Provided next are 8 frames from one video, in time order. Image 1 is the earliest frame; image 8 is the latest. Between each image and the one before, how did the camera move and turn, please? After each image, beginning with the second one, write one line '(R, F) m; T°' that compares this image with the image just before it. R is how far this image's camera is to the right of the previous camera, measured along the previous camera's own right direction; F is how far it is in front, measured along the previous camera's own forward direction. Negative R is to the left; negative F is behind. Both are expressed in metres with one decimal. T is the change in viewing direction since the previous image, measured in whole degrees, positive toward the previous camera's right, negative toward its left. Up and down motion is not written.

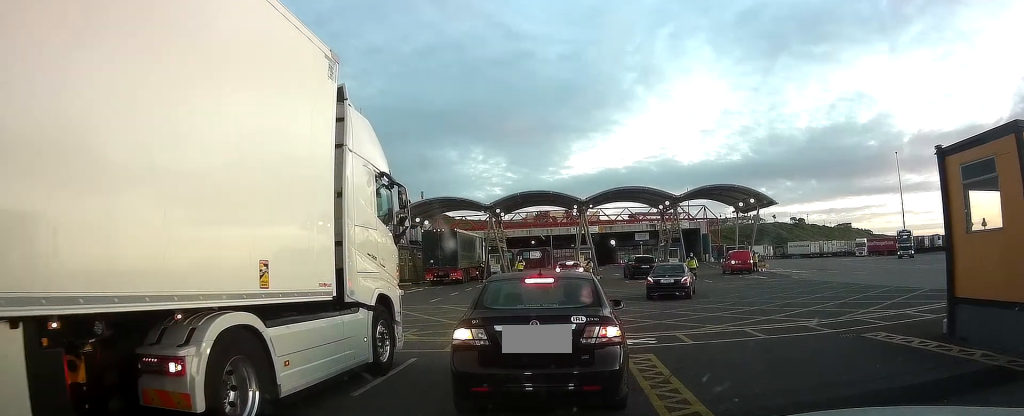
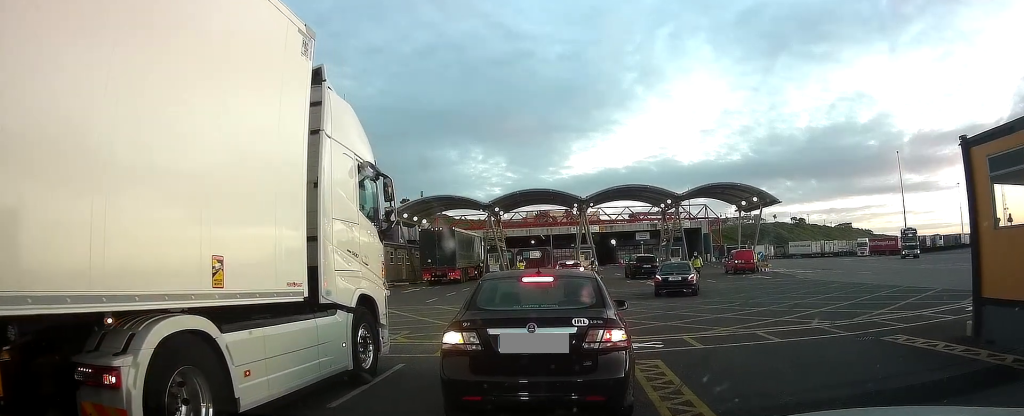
(-0.1, +1.3) m; -3°
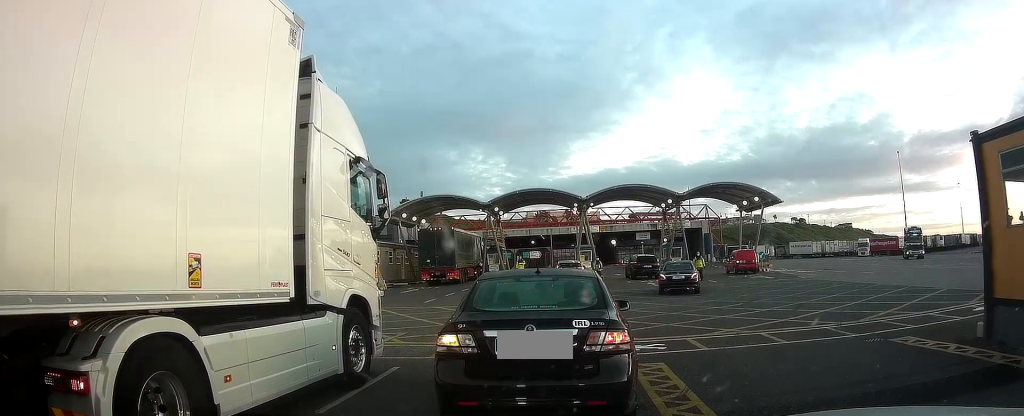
(-0.1, +1.1) m; 0°
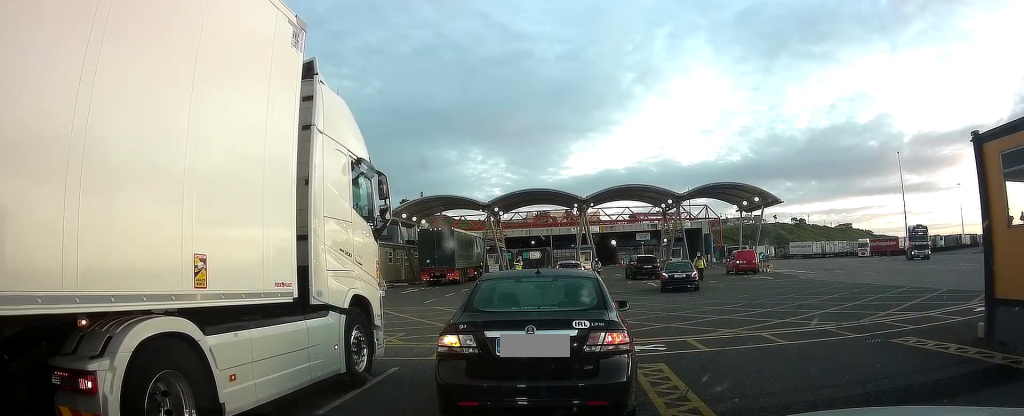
(-0.1, +1.1) m; 0°
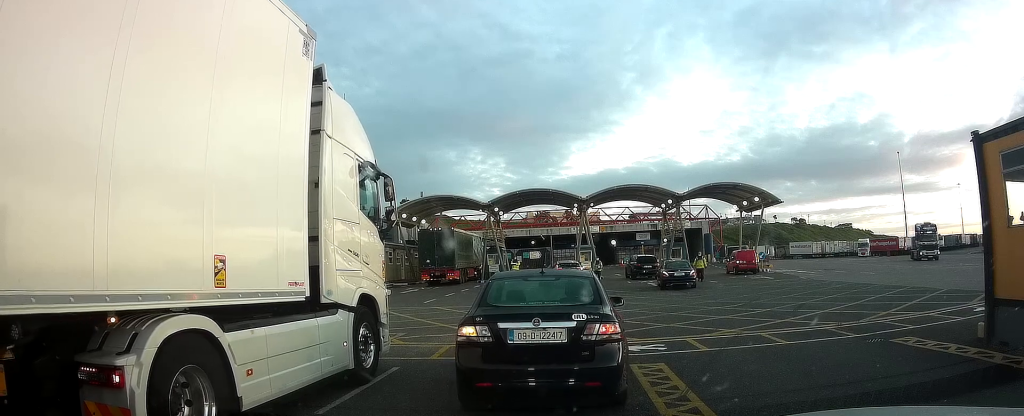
(+0.1, +0.9) m; 0°
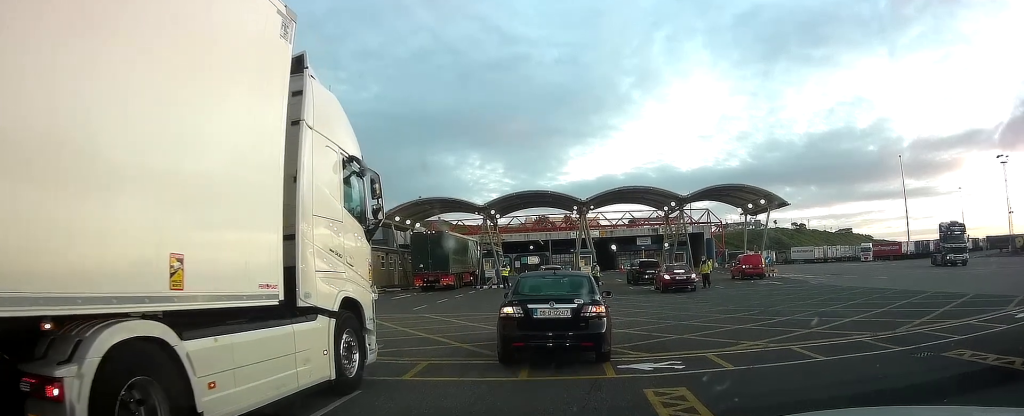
(+0.5, +1.4) m; 0°
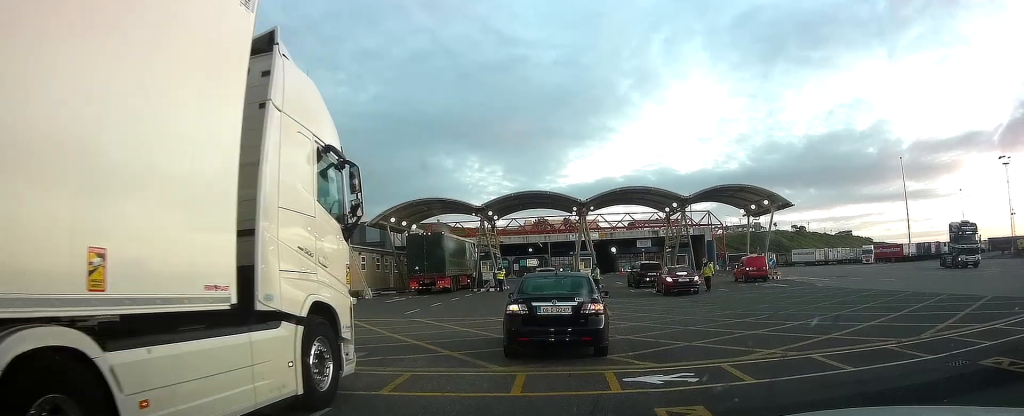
(+0.2, +0.5) m; 0°
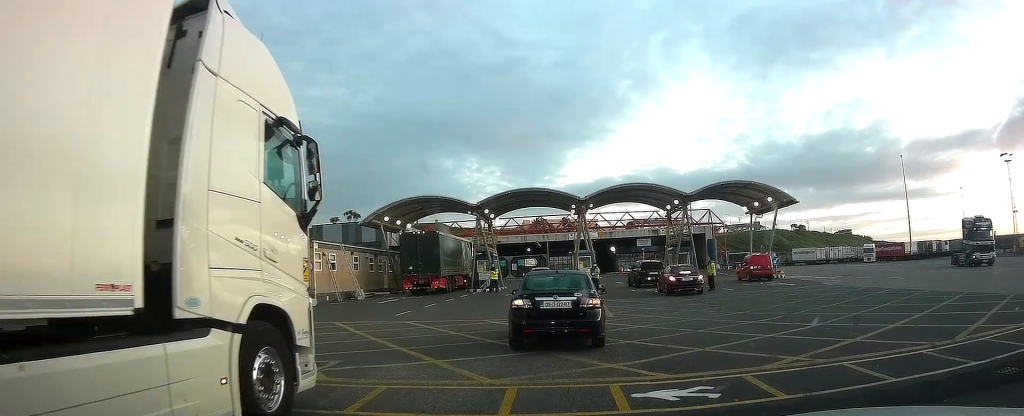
(+0.1, +0.8) m; 0°
